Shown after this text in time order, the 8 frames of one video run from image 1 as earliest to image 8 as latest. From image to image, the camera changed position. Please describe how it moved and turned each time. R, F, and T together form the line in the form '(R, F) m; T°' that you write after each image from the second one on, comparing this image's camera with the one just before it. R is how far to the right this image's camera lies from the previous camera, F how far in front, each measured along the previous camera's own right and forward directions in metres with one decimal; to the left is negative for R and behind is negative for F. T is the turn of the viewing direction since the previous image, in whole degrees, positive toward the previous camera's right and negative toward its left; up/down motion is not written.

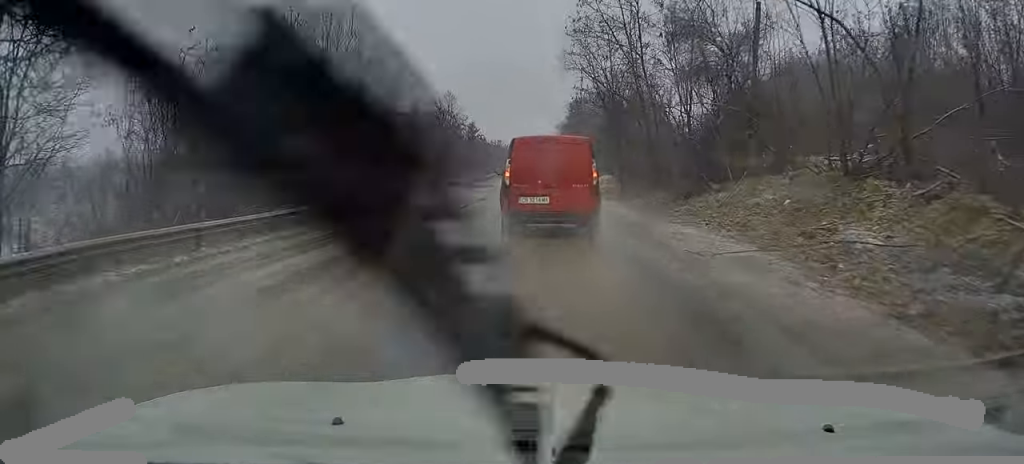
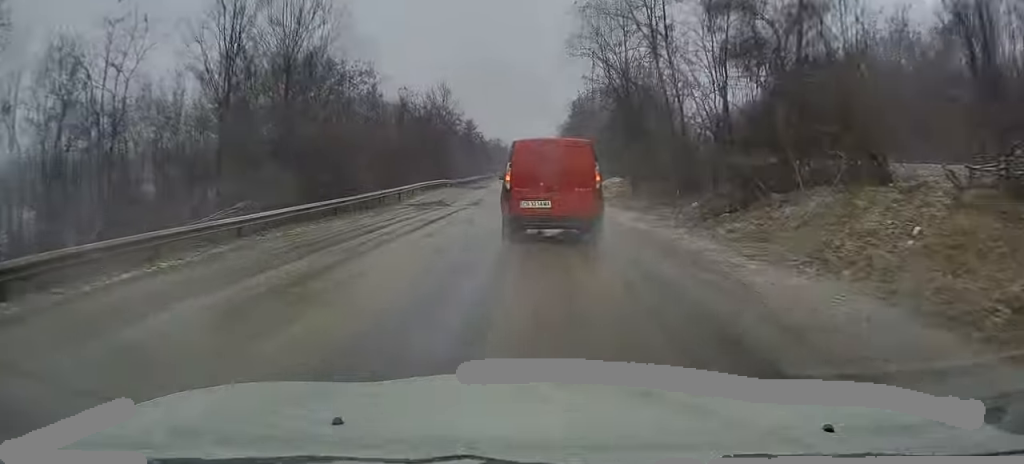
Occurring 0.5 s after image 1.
(0.0, +5.6) m; 0°
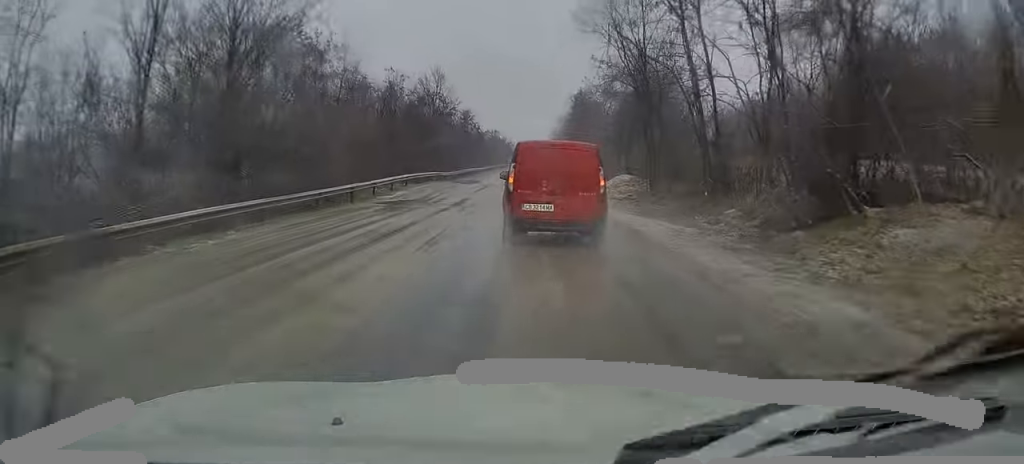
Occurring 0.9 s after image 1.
(0.0, +5.2) m; 0°
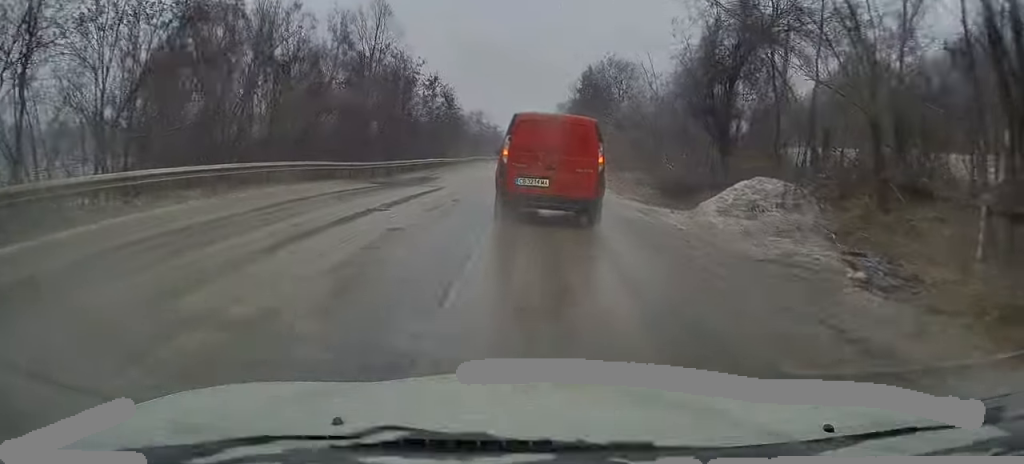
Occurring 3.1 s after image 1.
(+0.5, +24.9) m; +1°
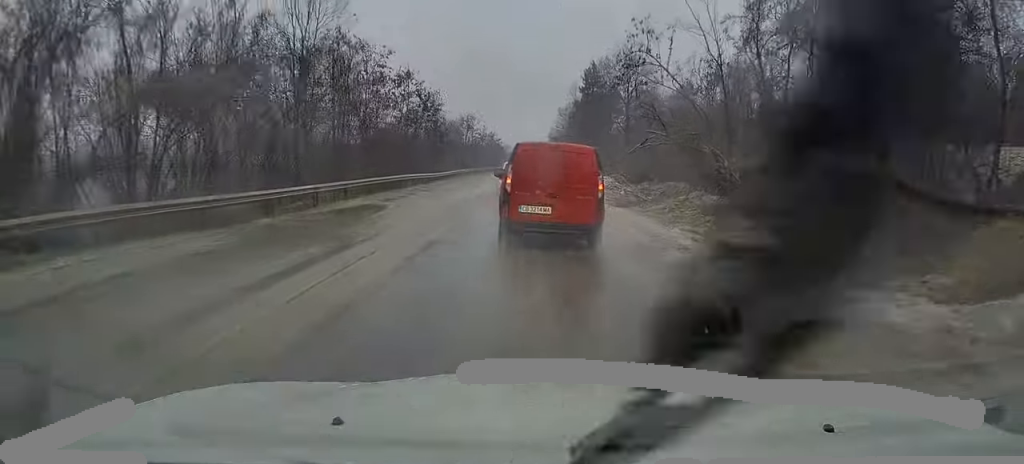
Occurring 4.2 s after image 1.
(-0.3, +11.6) m; 0°
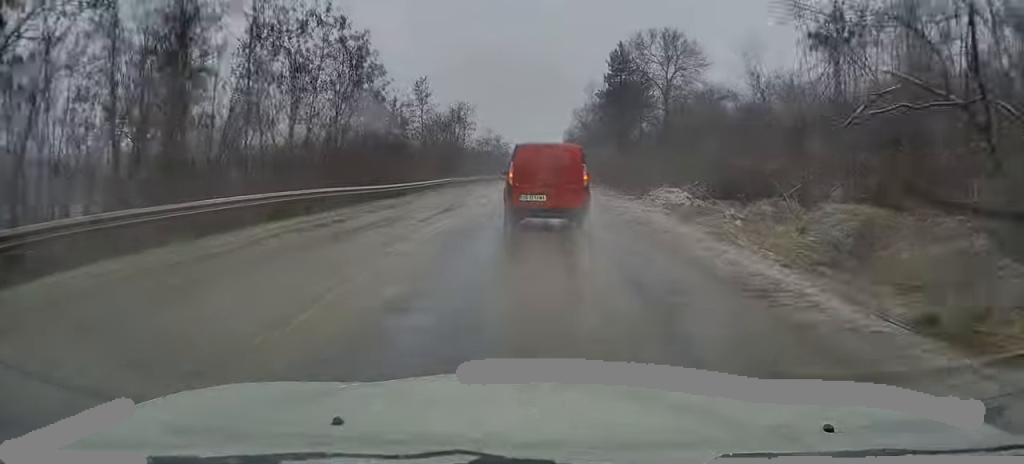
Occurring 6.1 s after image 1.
(+0.2, +19.9) m; -1°
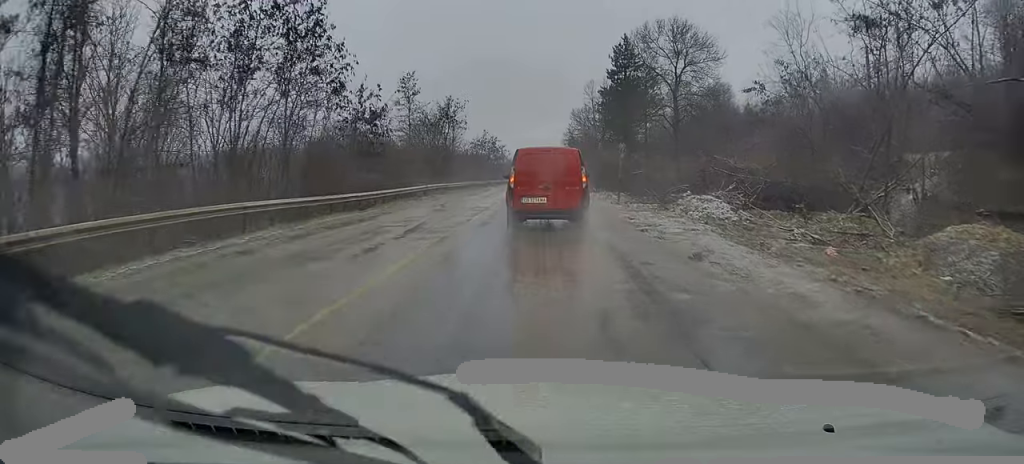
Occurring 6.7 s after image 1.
(0.0, +6.2) m; 0°
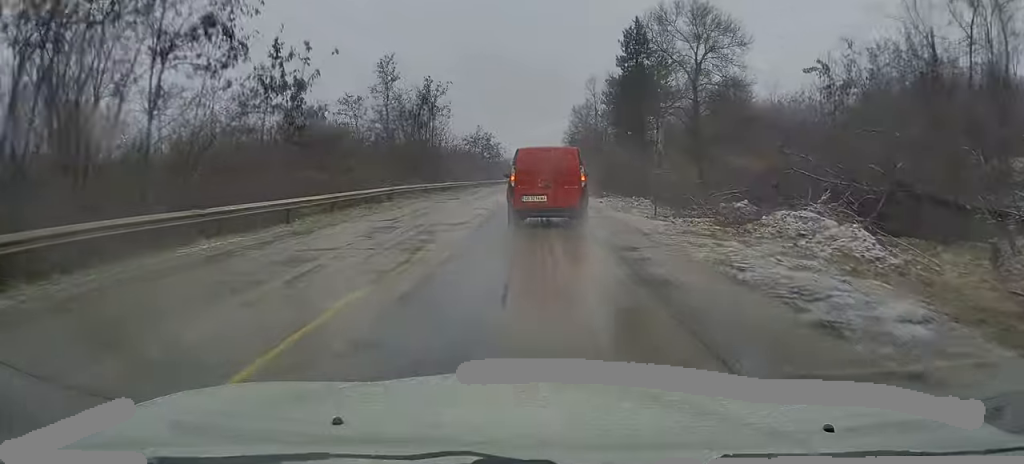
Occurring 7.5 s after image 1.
(0.0, +8.9) m; 0°
